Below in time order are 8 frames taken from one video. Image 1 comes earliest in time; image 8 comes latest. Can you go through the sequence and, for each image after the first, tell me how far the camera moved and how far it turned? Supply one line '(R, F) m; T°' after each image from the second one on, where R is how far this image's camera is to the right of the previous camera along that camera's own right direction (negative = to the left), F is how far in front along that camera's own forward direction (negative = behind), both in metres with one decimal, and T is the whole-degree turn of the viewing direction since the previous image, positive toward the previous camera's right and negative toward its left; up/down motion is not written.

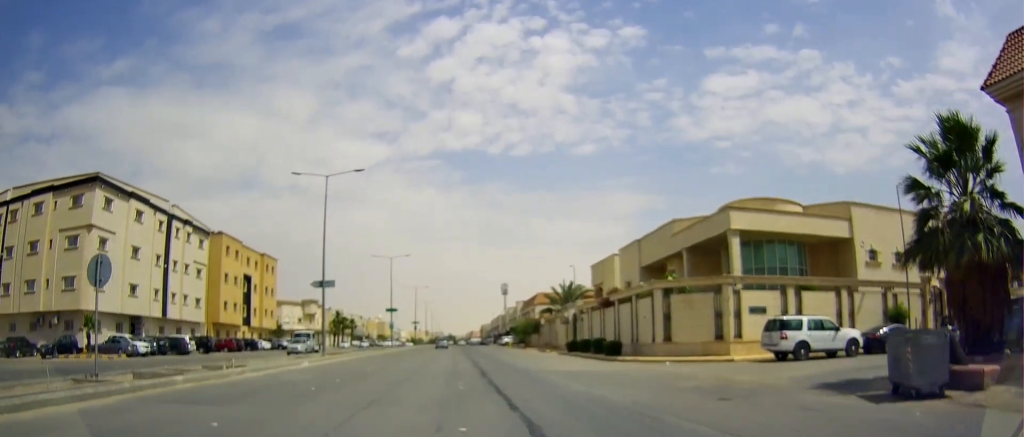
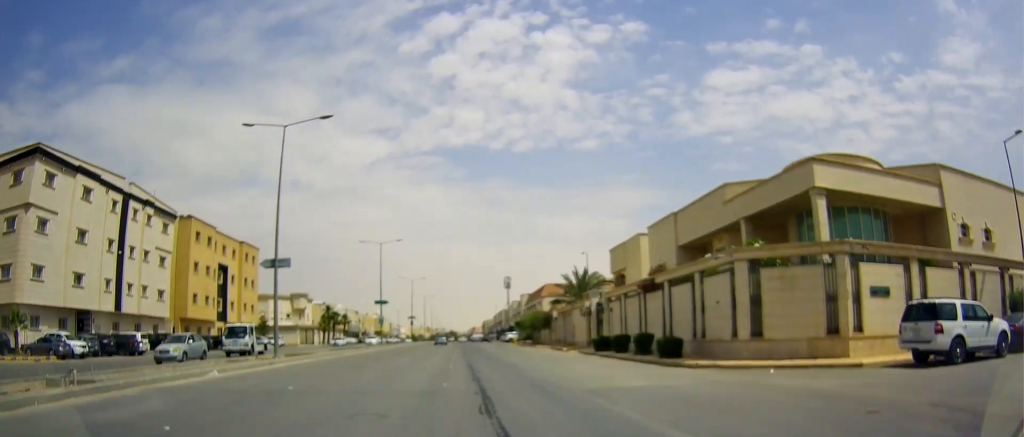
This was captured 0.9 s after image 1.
(+0.5, +9.9) m; +2°
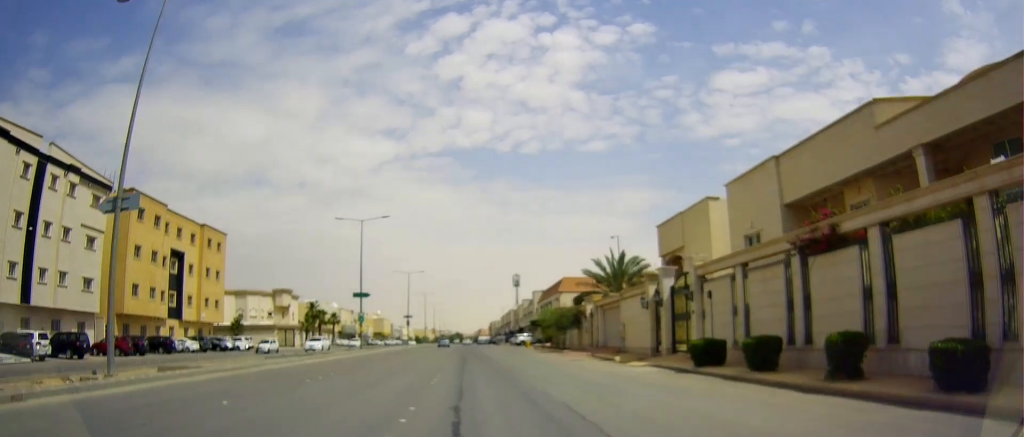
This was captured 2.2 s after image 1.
(-0.5, +15.4) m; -3°
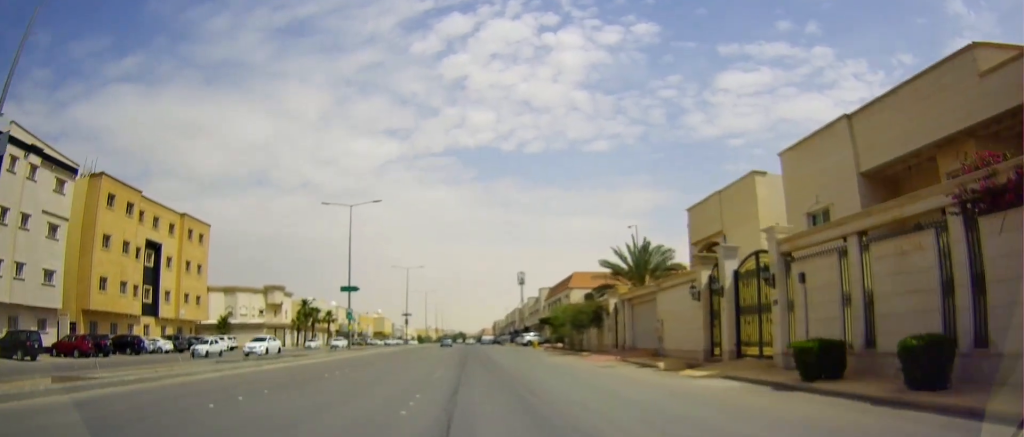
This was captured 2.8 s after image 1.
(-0.3, +6.6) m; 0°
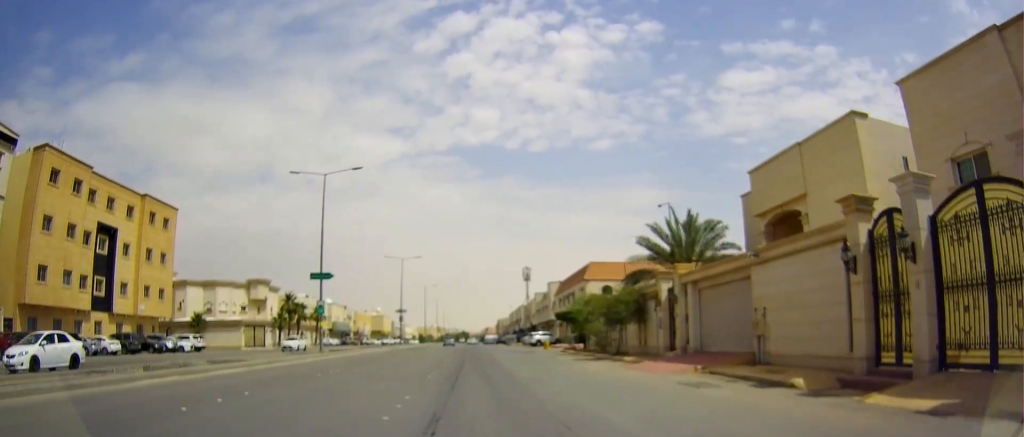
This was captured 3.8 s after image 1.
(+0.3, +9.9) m; +2°
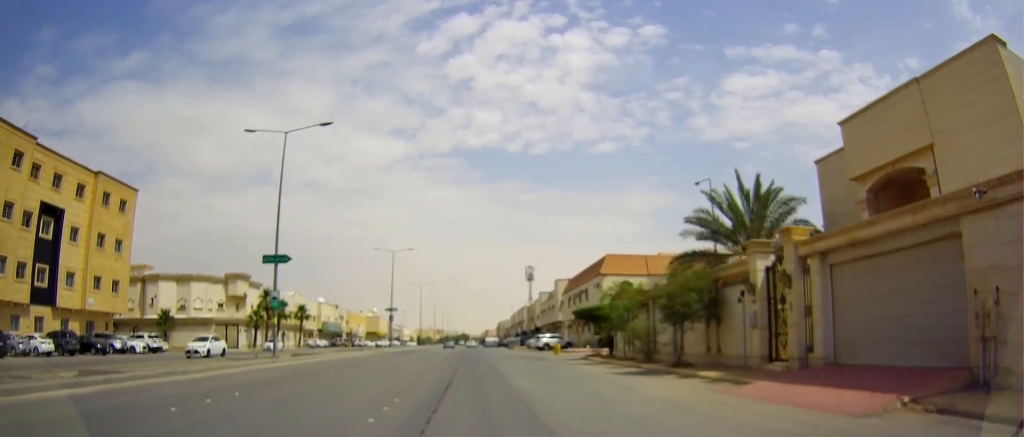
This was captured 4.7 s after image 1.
(+0.1, +9.5) m; +1°
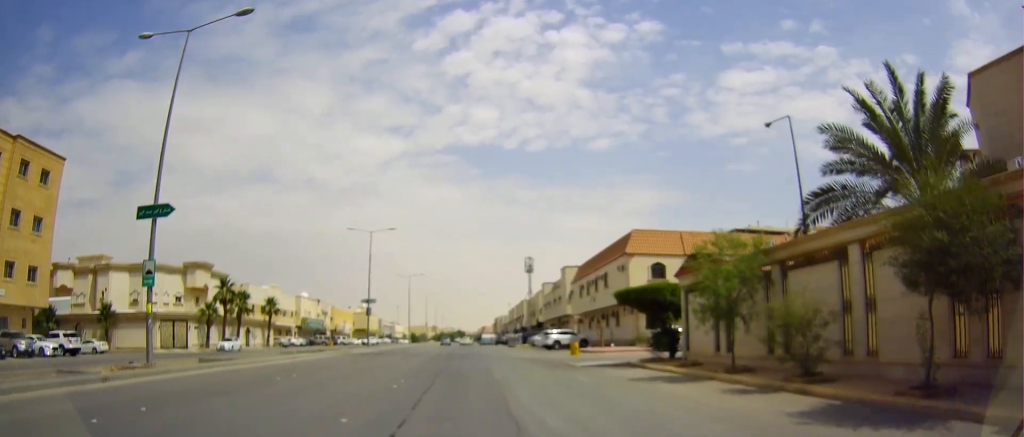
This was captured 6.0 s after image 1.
(0.0, +13.4) m; 0°
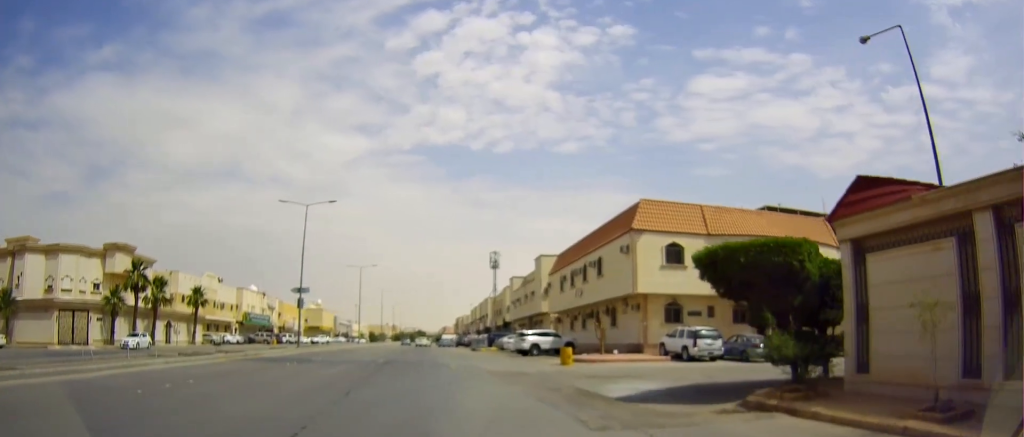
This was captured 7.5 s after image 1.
(+0.4, +13.3) m; +4°
